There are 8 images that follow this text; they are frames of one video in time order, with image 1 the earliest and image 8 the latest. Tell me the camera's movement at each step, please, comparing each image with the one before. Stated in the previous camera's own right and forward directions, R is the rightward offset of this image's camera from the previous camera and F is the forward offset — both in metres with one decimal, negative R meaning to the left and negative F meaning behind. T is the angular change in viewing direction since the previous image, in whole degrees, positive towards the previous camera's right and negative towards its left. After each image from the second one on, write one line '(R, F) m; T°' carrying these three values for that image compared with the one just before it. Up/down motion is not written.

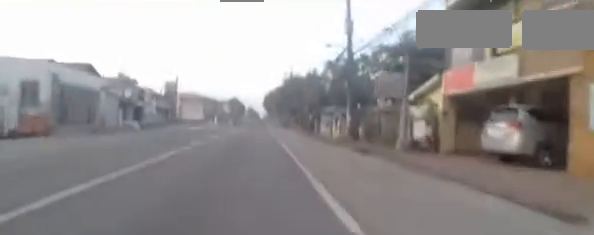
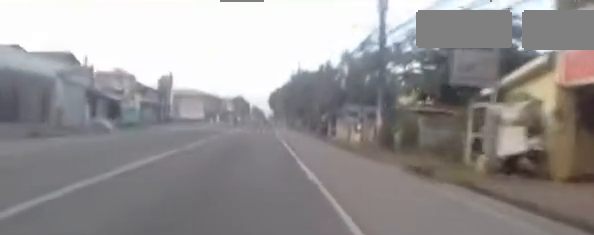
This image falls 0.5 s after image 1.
(0.0, +5.4) m; -2°
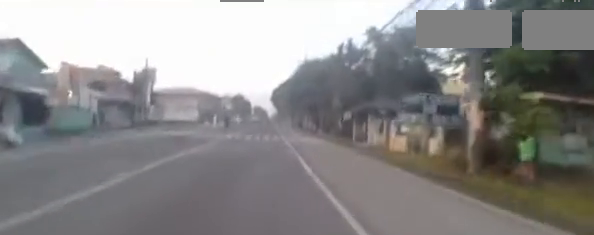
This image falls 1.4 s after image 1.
(-0.3, +9.5) m; -3°
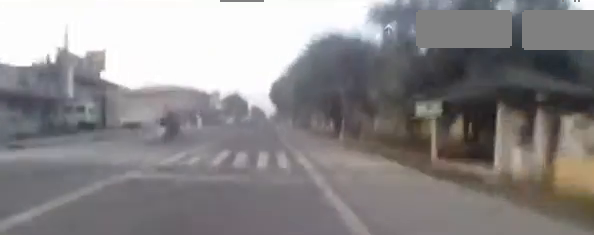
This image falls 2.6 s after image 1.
(-0.1, +11.9) m; 0°
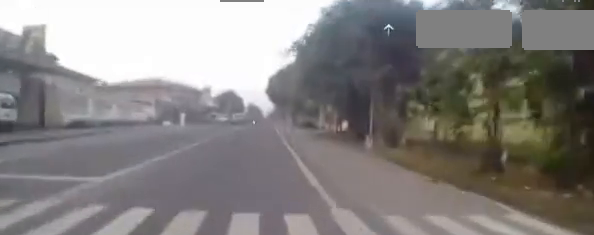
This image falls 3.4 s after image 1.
(+0.1, +9.4) m; +1°
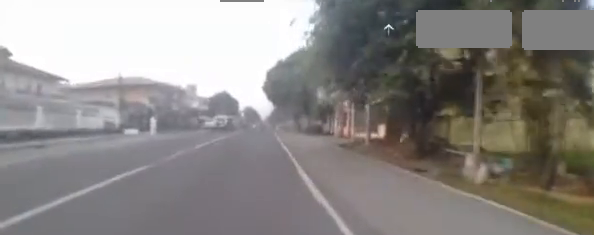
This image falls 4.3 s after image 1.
(-0.1, +10.0) m; +1°
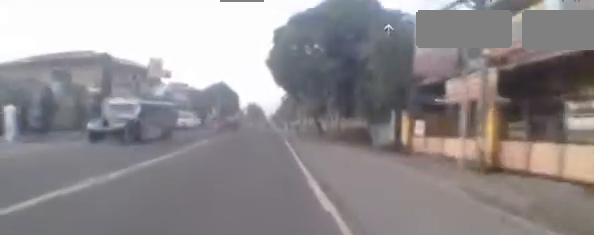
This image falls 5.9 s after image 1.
(+0.5, +18.0) m; +1°
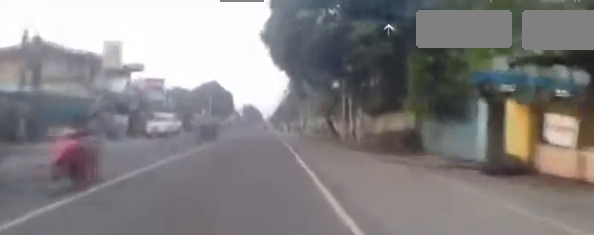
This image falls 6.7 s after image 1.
(-0.2, +9.4) m; 0°
